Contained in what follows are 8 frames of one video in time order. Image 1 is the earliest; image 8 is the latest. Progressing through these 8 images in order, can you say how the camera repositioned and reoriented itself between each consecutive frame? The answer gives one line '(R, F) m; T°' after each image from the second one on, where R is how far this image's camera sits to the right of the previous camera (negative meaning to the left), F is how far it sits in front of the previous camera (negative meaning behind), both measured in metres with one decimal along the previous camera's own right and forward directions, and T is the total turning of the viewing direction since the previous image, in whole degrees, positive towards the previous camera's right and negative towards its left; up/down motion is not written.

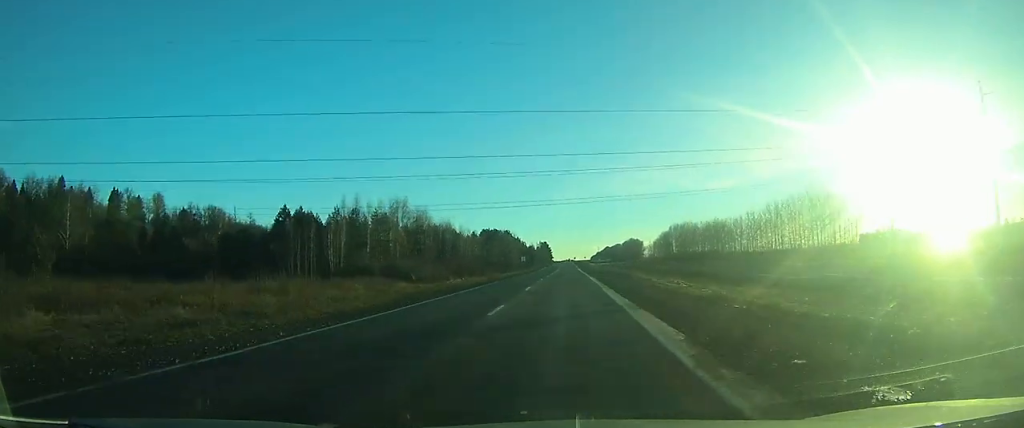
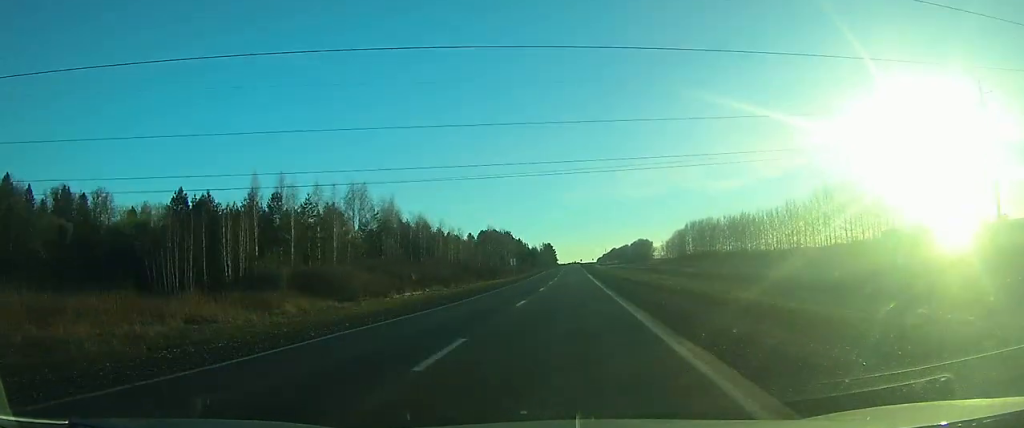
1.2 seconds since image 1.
(-0.1, +28.9) m; 0°
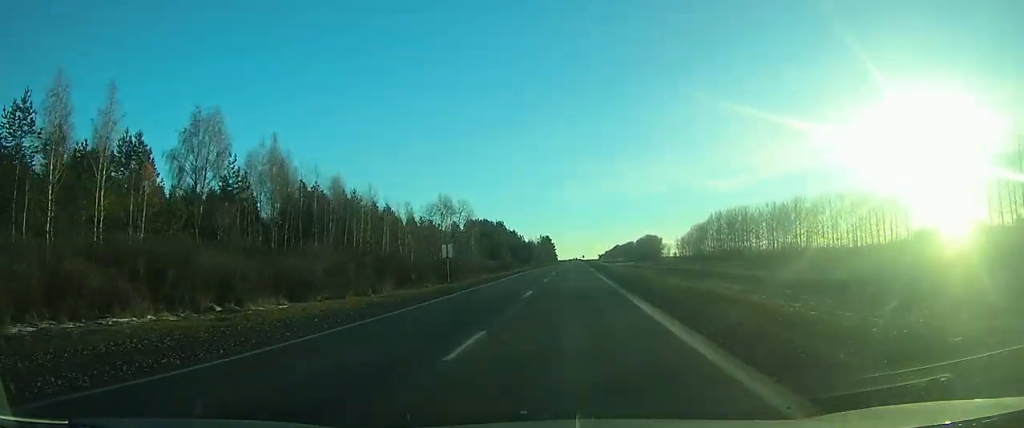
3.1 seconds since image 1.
(-0.2, +46.1) m; 0°
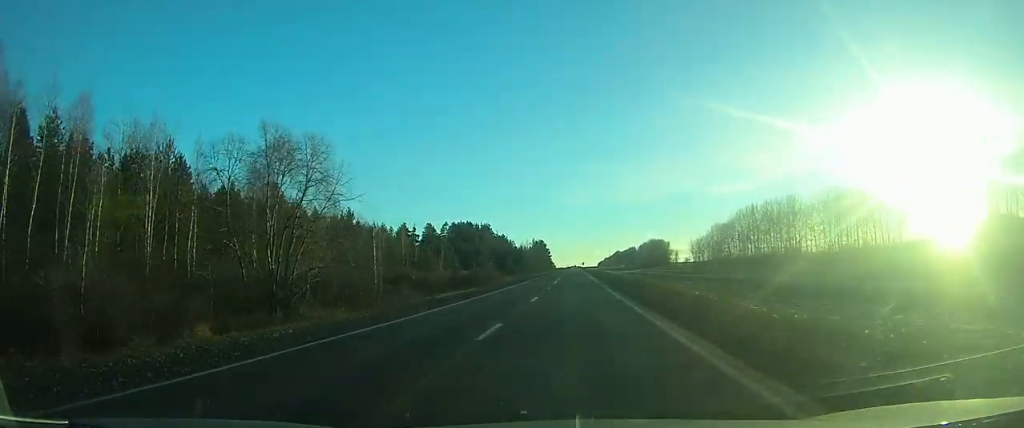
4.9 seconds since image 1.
(0.0, +46.4) m; 0°
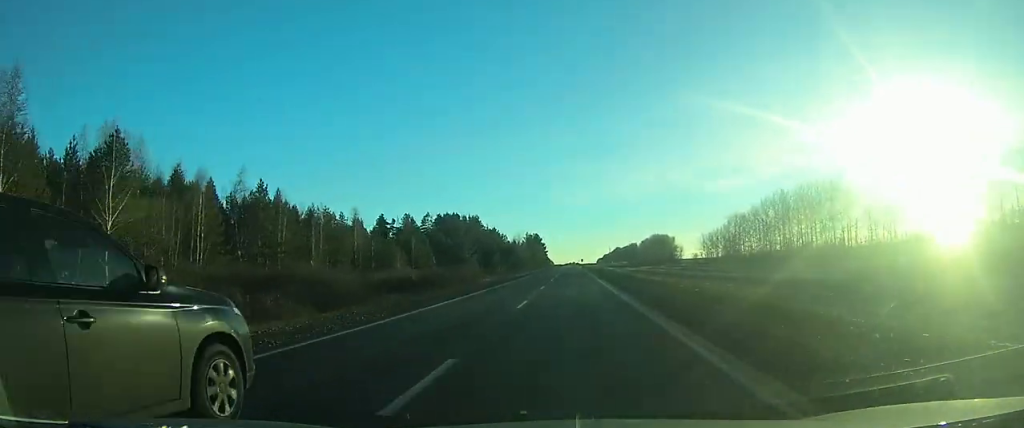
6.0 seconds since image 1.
(+0.2, +28.7) m; 0°
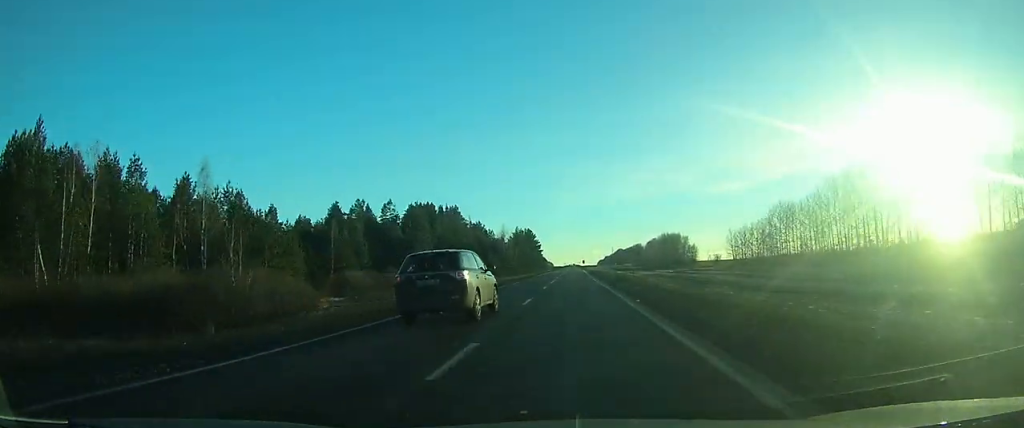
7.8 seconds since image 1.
(+0.2, +43.3) m; 0°
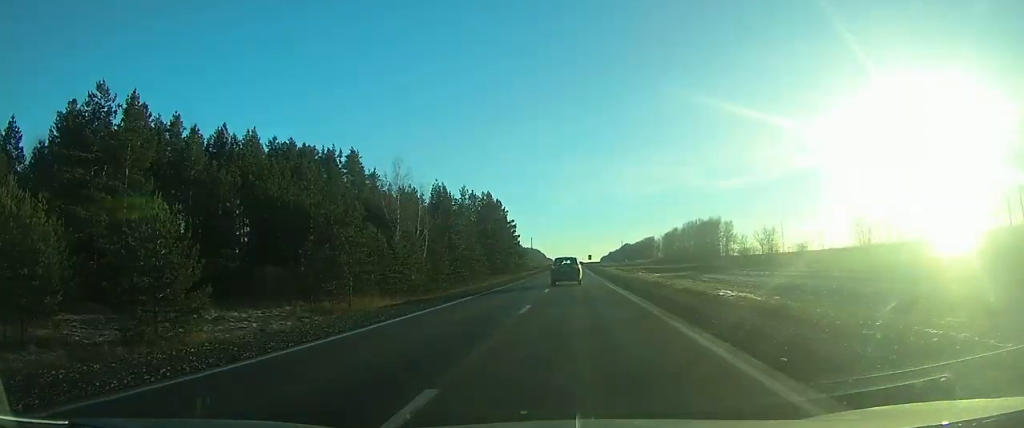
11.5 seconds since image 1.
(-0.1, +84.7) m; 0°
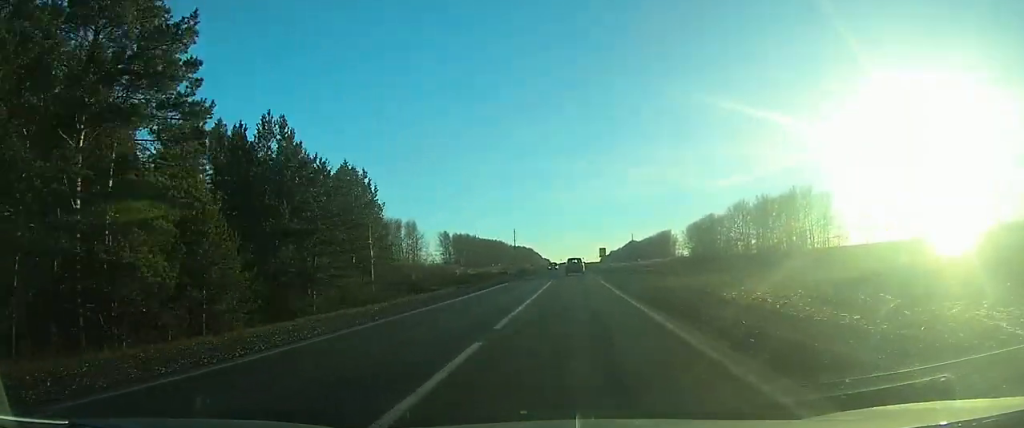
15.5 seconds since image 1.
(0.0, +97.6) m; 0°
